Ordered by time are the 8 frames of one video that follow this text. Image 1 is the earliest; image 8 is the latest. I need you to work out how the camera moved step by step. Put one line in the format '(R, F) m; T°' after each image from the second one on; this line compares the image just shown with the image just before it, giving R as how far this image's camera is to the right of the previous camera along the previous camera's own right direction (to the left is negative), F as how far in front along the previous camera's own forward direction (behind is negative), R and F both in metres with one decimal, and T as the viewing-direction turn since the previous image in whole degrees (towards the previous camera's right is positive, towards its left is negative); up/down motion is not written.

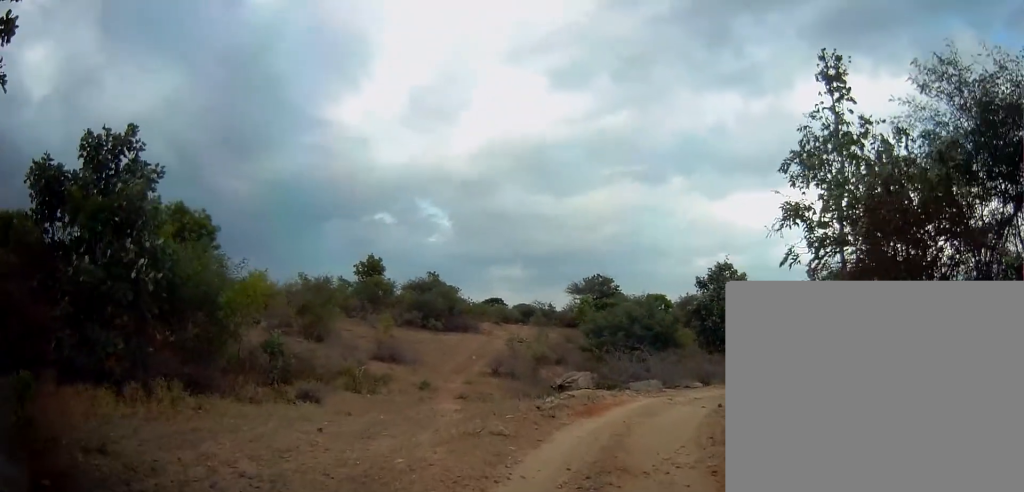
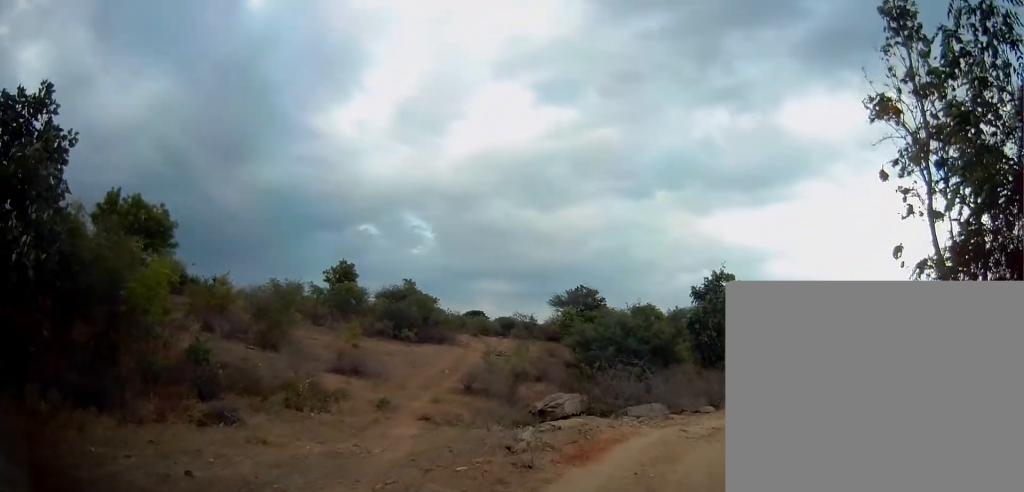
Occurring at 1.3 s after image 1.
(0.0, +3.2) m; +5°
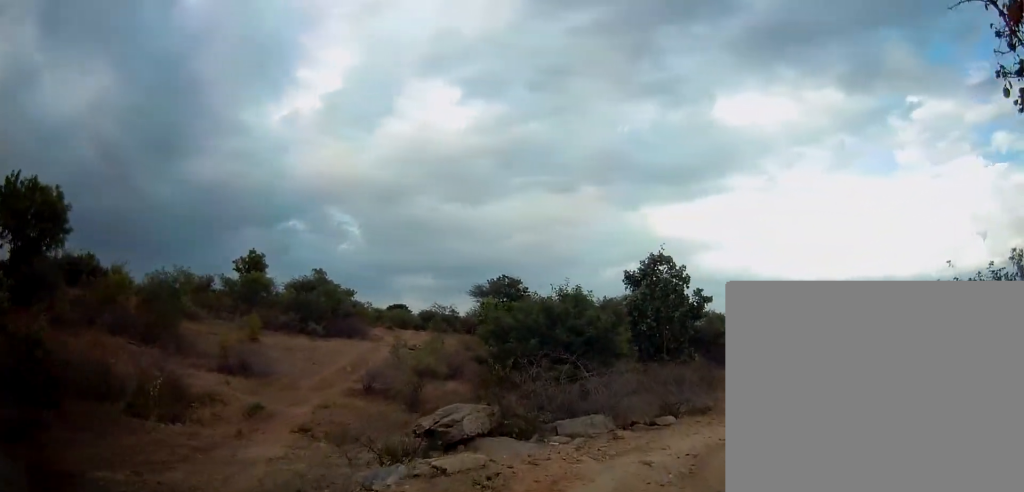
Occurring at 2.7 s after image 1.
(+0.4, +3.8) m; +12°
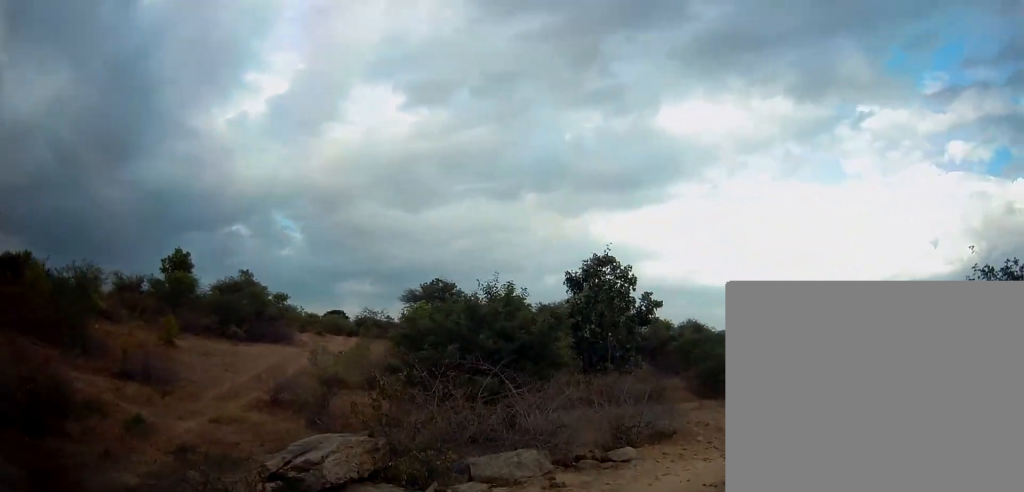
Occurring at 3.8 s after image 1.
(+0.2, +2.9) m; +9°
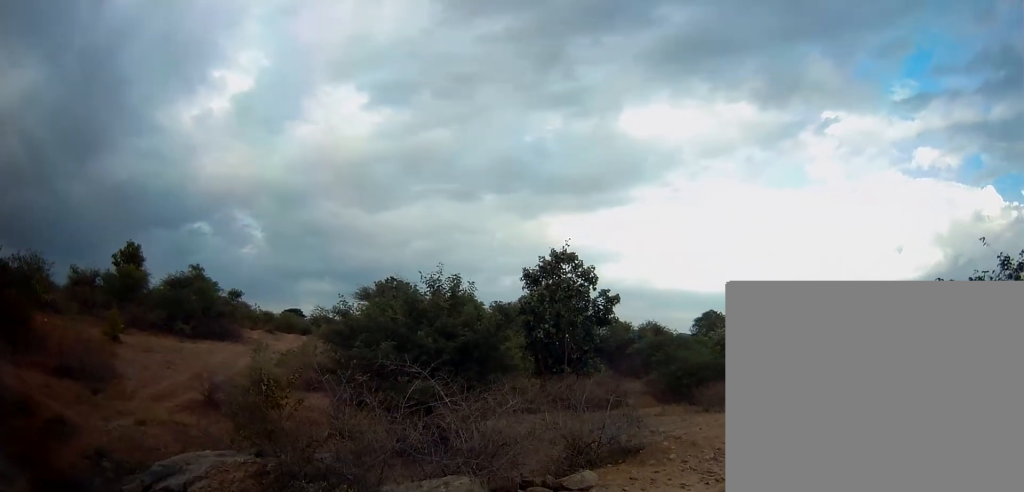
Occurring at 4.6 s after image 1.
(+0.1, +1.7) m; +7°
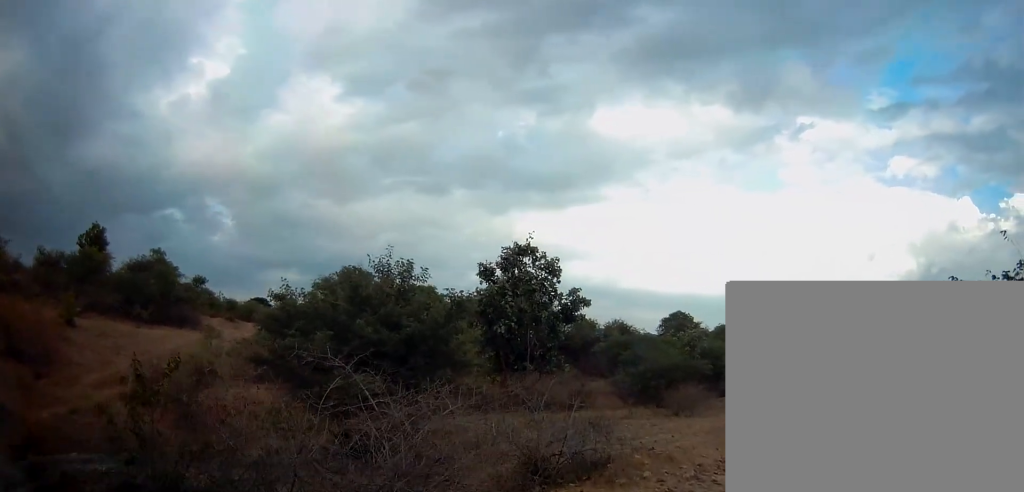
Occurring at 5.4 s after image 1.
(+0.1, +1.3) m; +7°
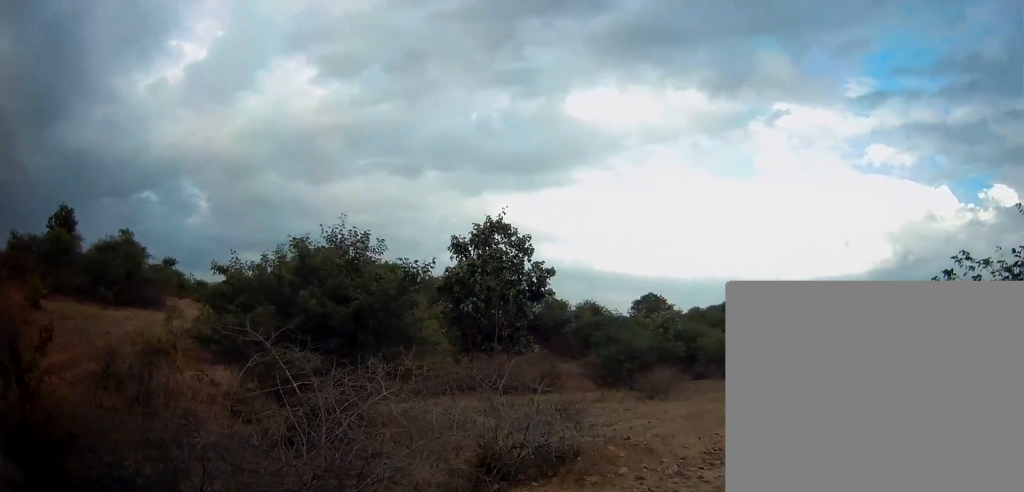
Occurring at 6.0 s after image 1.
(+0.1, +1.0) m; +3°
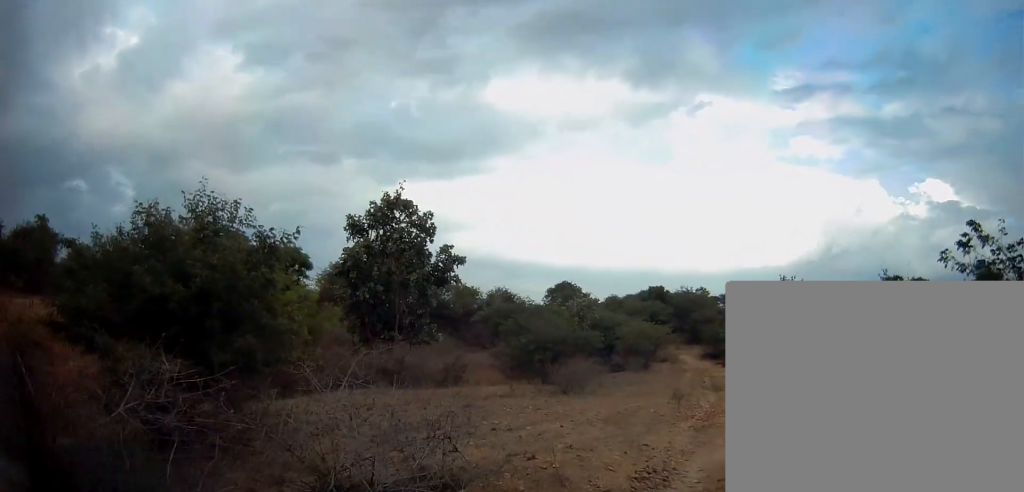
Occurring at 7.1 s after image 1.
(+0.1, +2.0) m; +5°
